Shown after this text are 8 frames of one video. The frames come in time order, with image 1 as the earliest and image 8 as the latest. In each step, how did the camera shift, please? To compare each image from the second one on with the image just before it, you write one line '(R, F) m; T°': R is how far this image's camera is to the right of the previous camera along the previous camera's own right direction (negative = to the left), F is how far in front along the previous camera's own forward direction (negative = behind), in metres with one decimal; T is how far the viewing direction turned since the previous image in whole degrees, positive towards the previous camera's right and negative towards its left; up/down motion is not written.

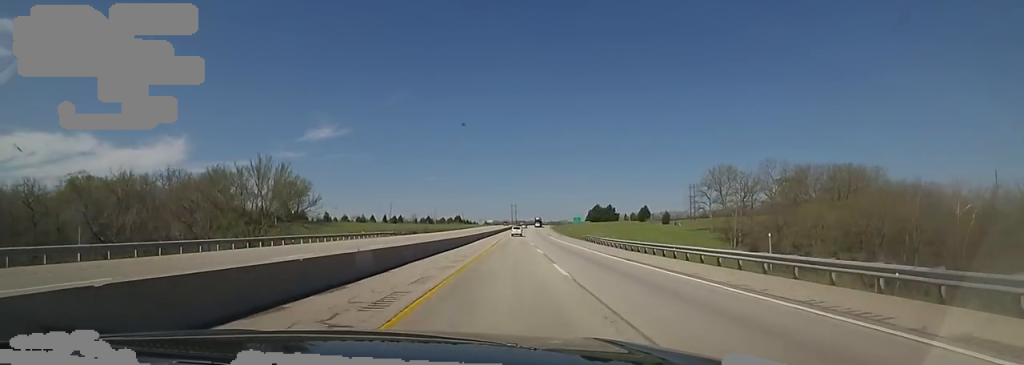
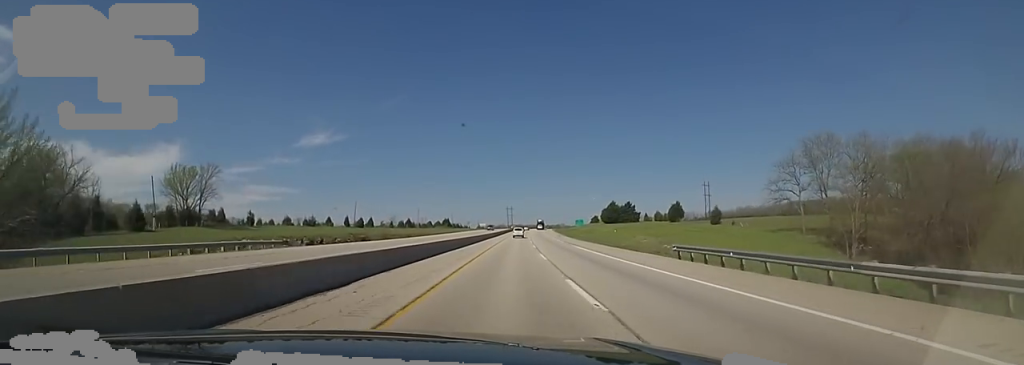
(-0.3, +36.2) m; 0°
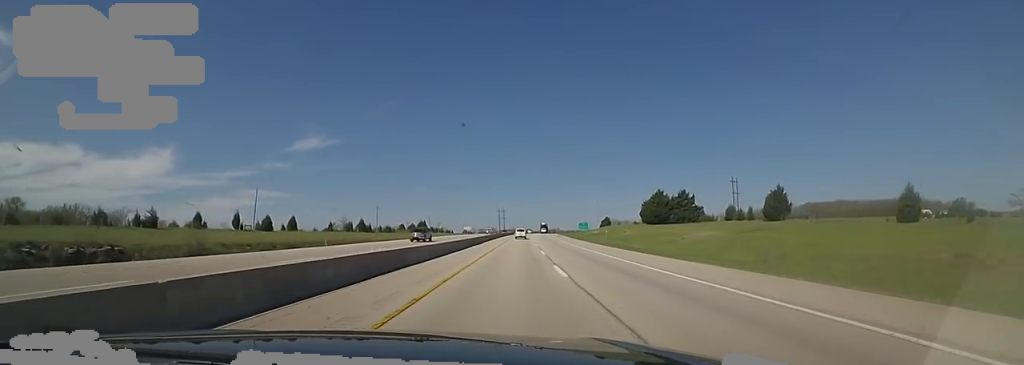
(+0.1, +54.0) m; +1°
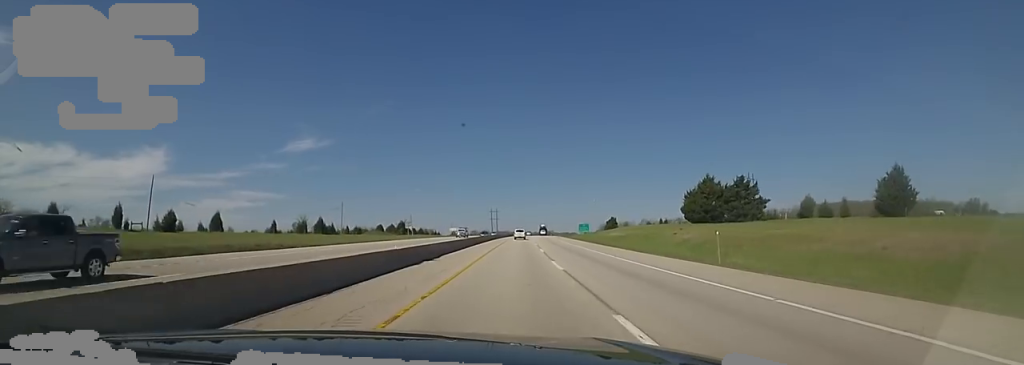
(-0.4, +27.4) m; +2°
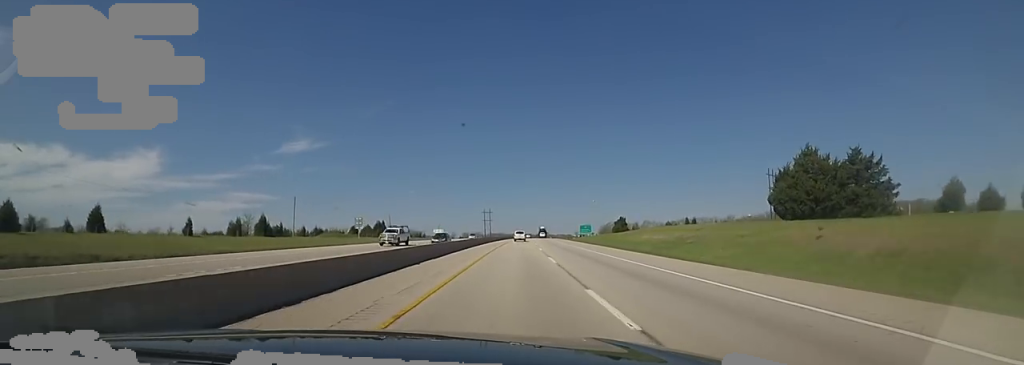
(+1.3, +26.1) m; 0°
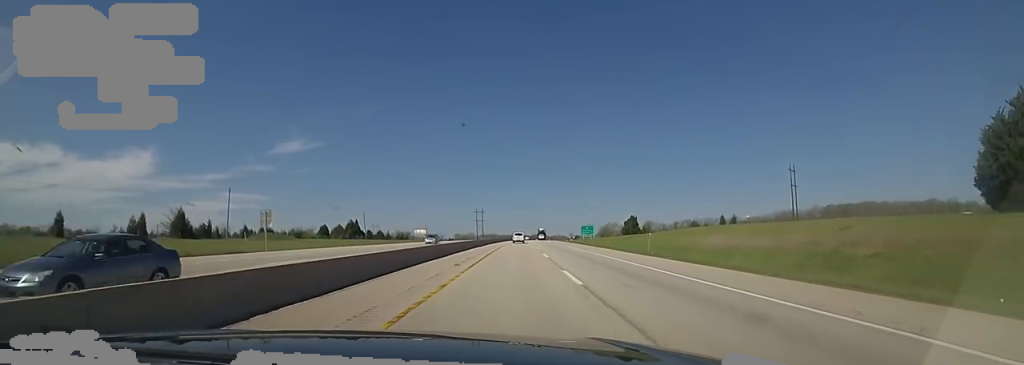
(-0.4, +23.7) m; 0°
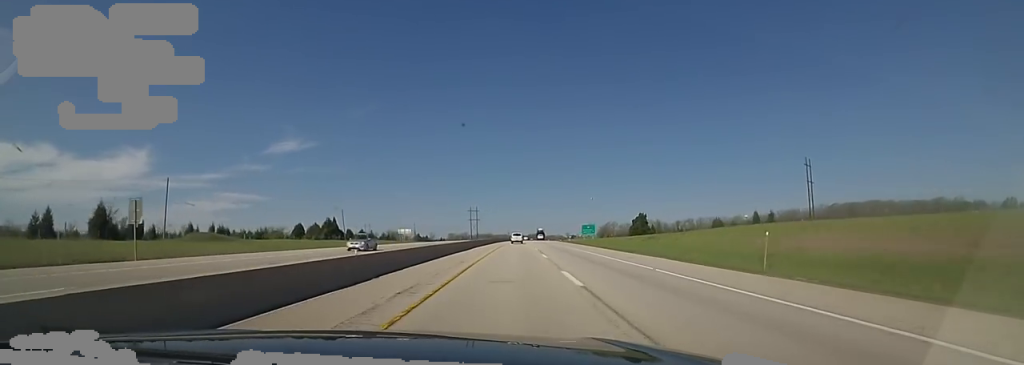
(-0.8, +15.4) m; 0°
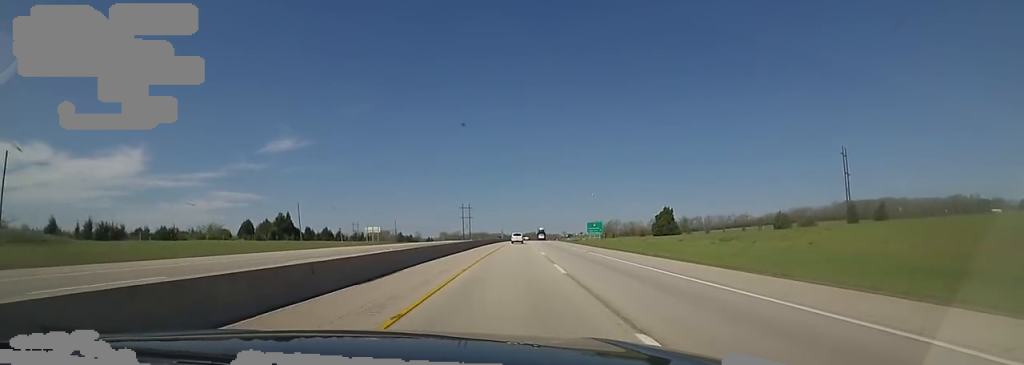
(+0.8, +26.0) m; +1°
